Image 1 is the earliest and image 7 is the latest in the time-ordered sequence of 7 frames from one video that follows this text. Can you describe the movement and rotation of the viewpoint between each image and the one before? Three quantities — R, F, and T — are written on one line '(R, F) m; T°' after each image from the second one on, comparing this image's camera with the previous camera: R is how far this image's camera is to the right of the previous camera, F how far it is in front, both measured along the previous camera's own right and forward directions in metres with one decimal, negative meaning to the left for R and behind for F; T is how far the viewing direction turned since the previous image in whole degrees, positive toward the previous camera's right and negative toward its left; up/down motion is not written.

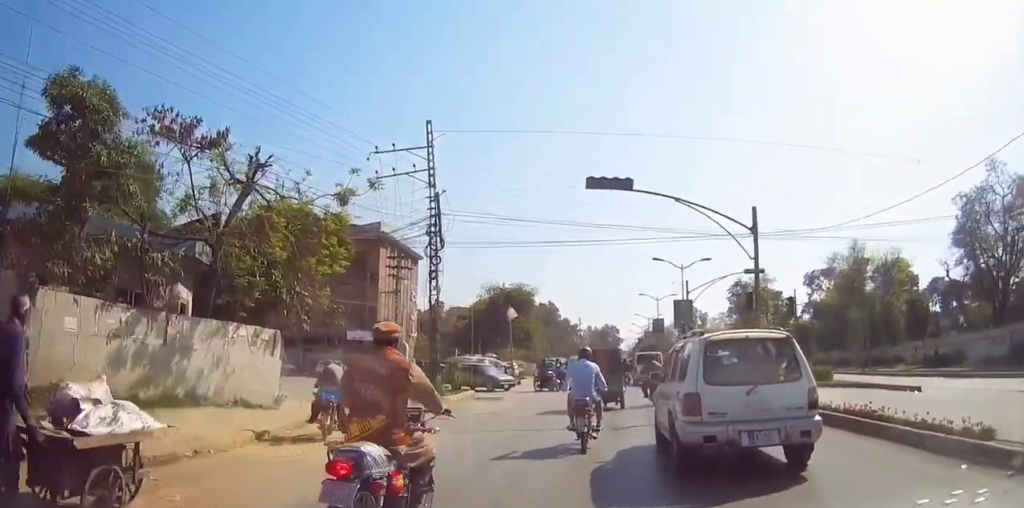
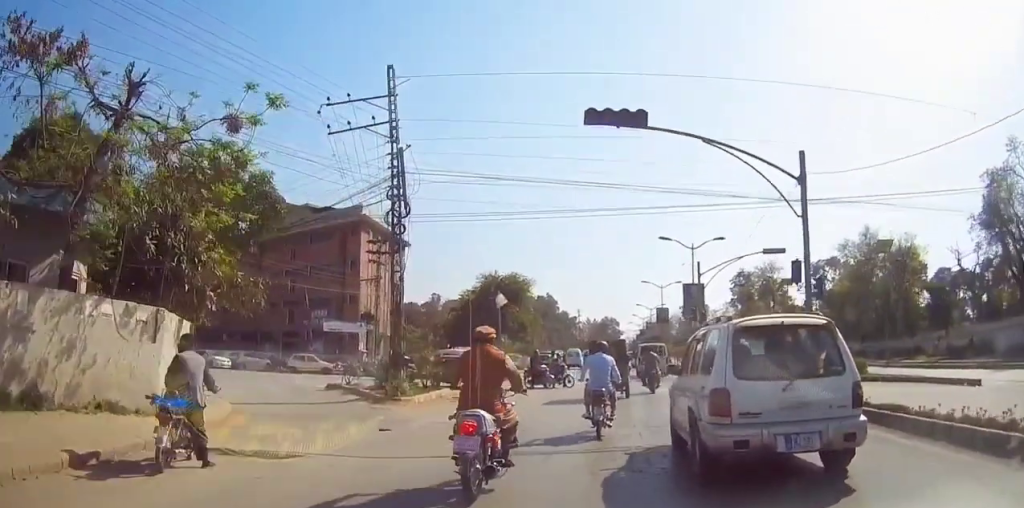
(0.0, +5.0) m; 0°
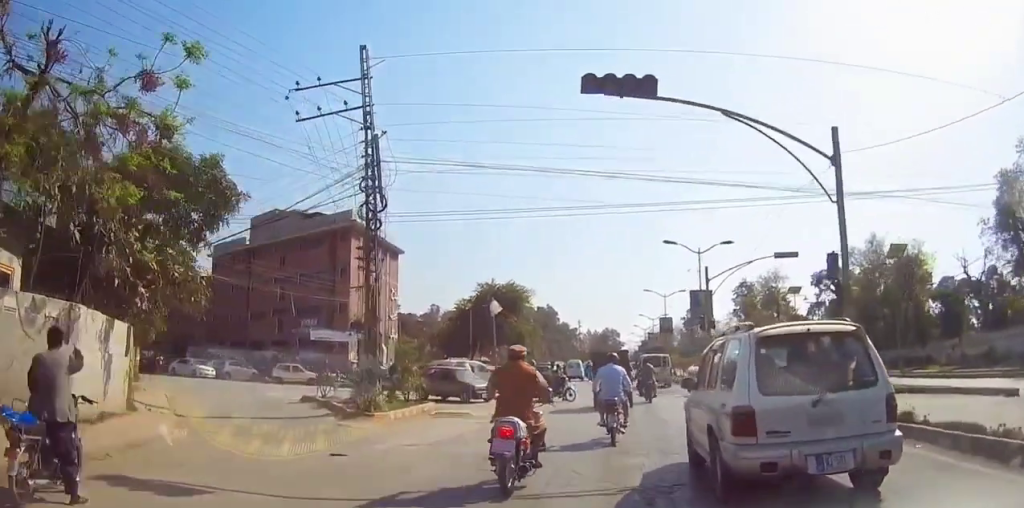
(0.0, +2.5) m; 0°
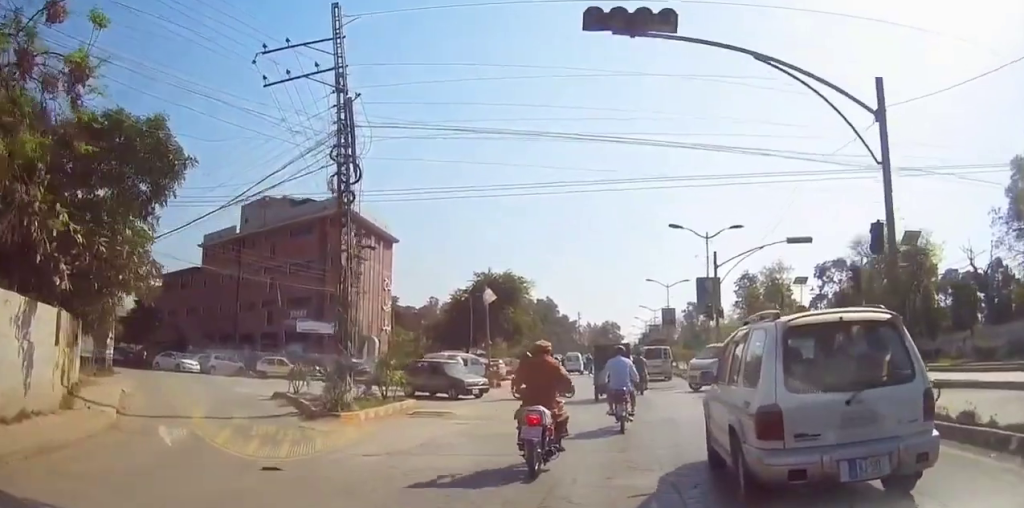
(0.0, +2.2) m; 0°
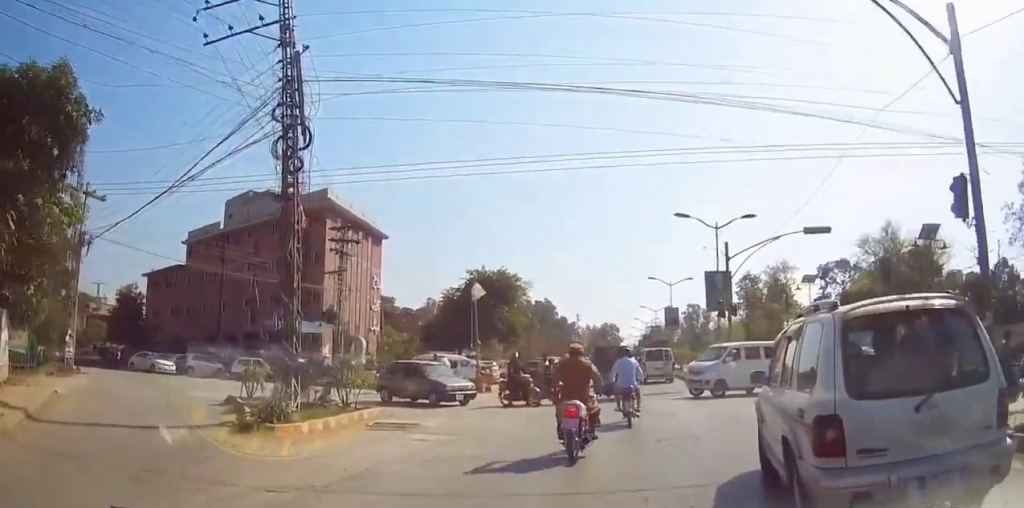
(0.0, +3.1) m; 0°
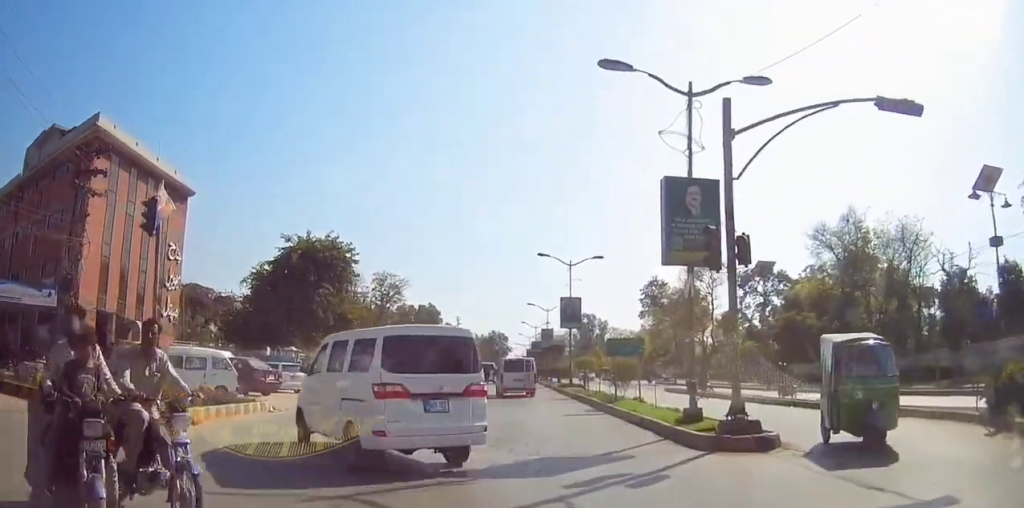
(+0.8, +18.0) m; +6°
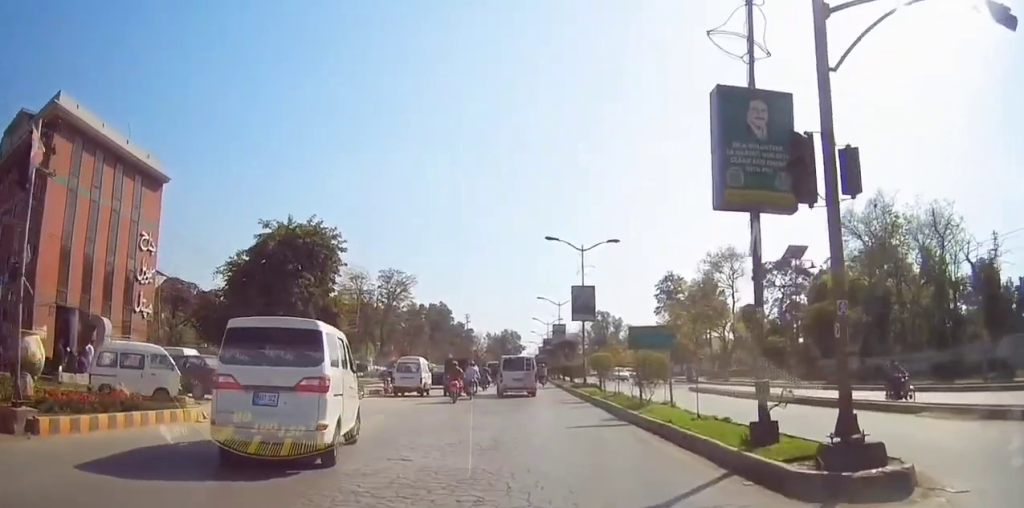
(0.0, +4.6) m; -1°
